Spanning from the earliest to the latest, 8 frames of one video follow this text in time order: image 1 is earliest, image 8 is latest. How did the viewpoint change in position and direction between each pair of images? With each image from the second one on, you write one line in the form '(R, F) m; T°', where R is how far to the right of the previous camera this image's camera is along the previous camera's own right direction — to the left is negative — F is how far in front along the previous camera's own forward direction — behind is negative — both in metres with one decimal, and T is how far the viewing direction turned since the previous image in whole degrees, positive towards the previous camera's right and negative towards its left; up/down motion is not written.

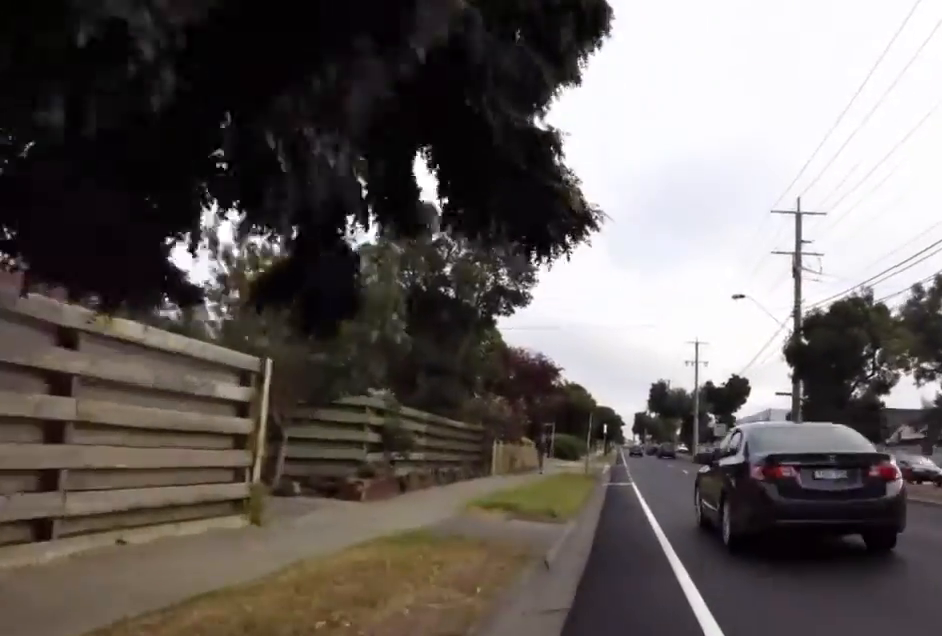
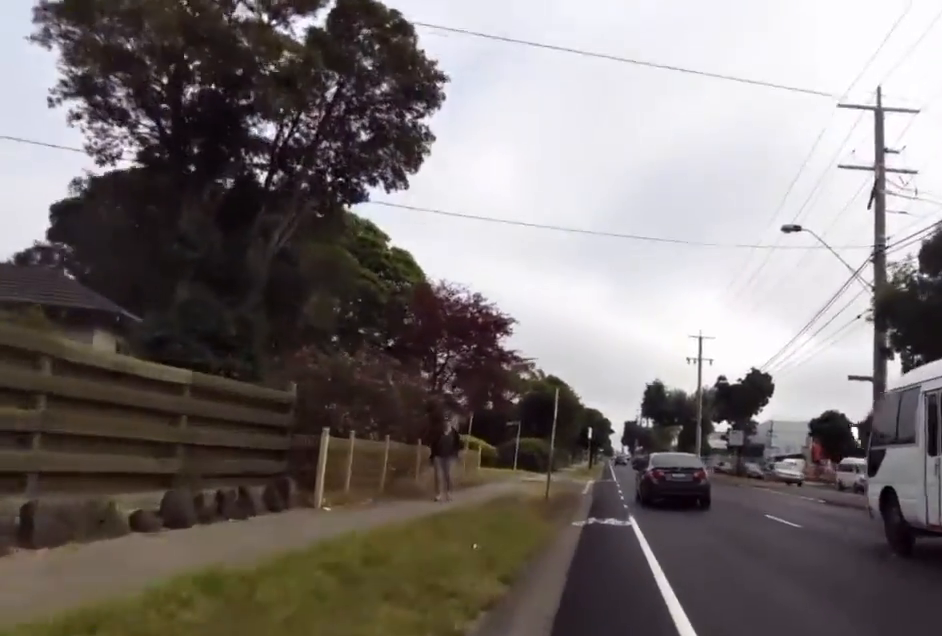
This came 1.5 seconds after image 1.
(-0.1, +12.5) m; +1°
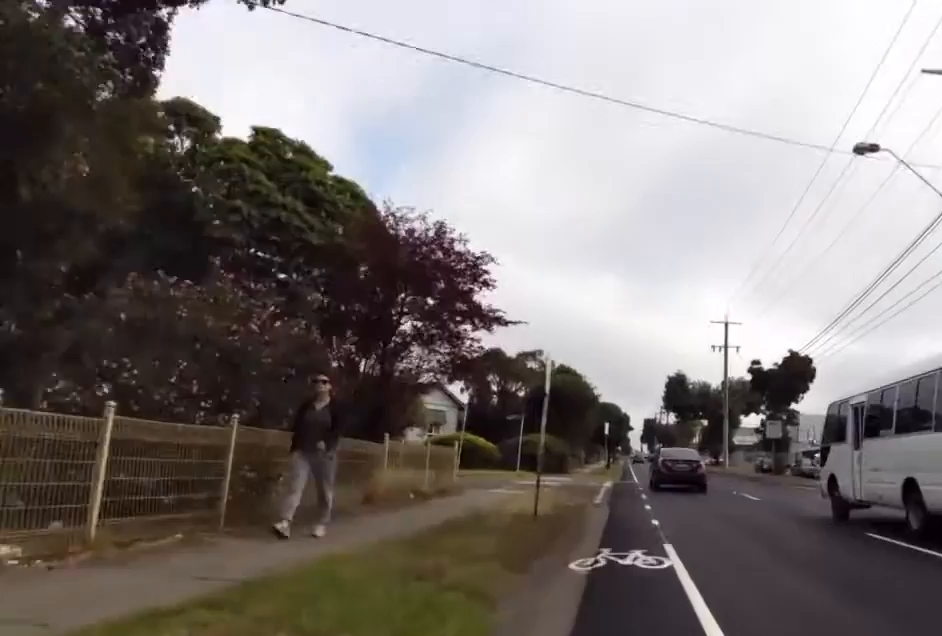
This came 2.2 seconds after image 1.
(+0.1, +5.5) m; 0°
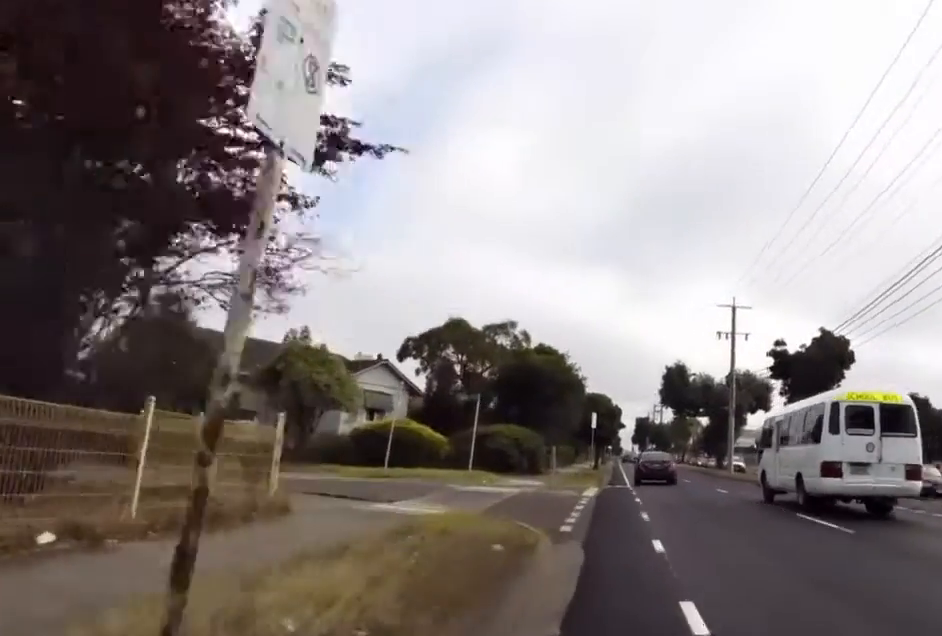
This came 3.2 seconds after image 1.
(-0.4, +7.7) m; 0°
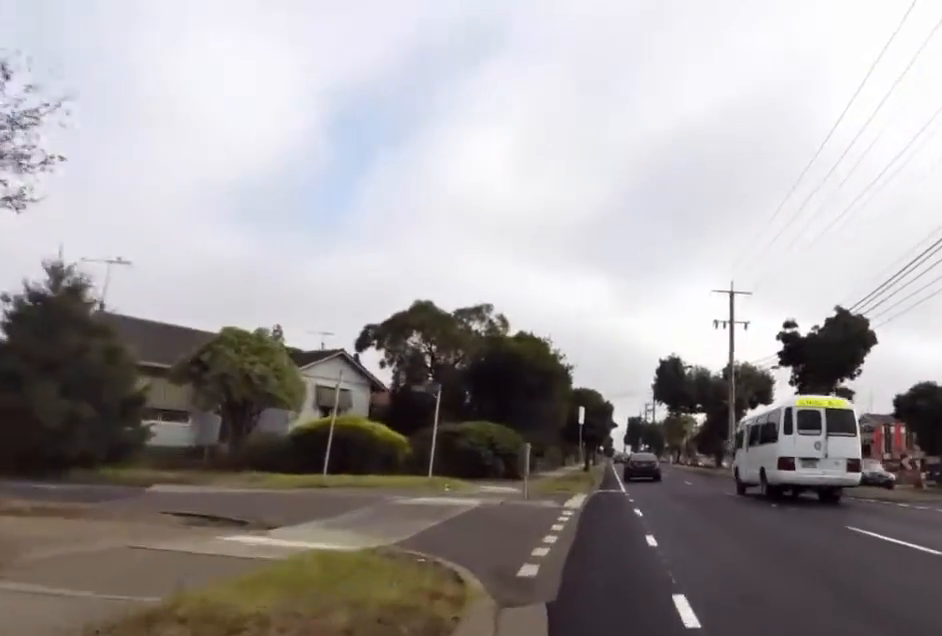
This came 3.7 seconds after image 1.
(+0.6, +3.8) m; 0°
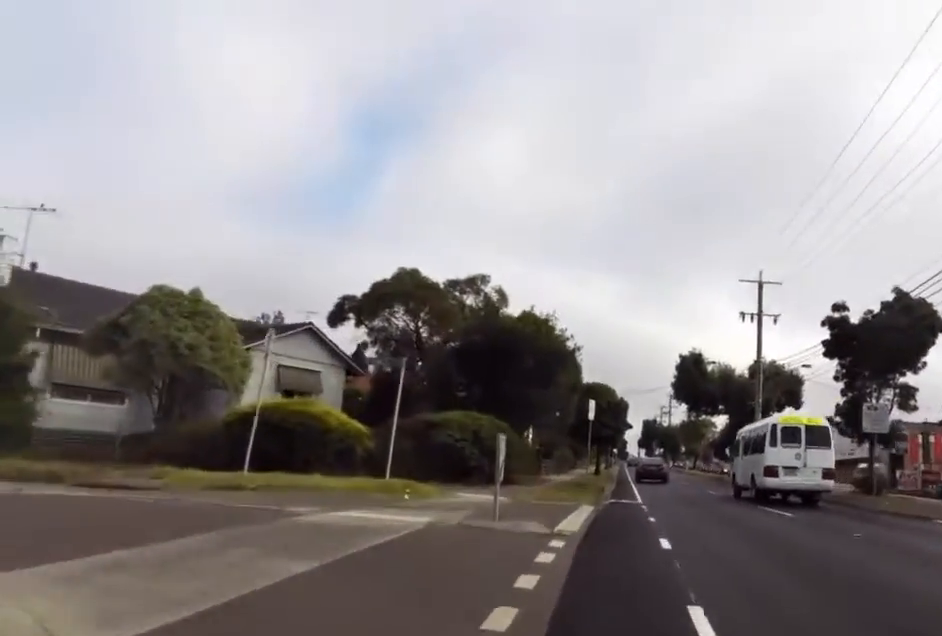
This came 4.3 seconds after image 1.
(-0.3, +4.4) m; -3°
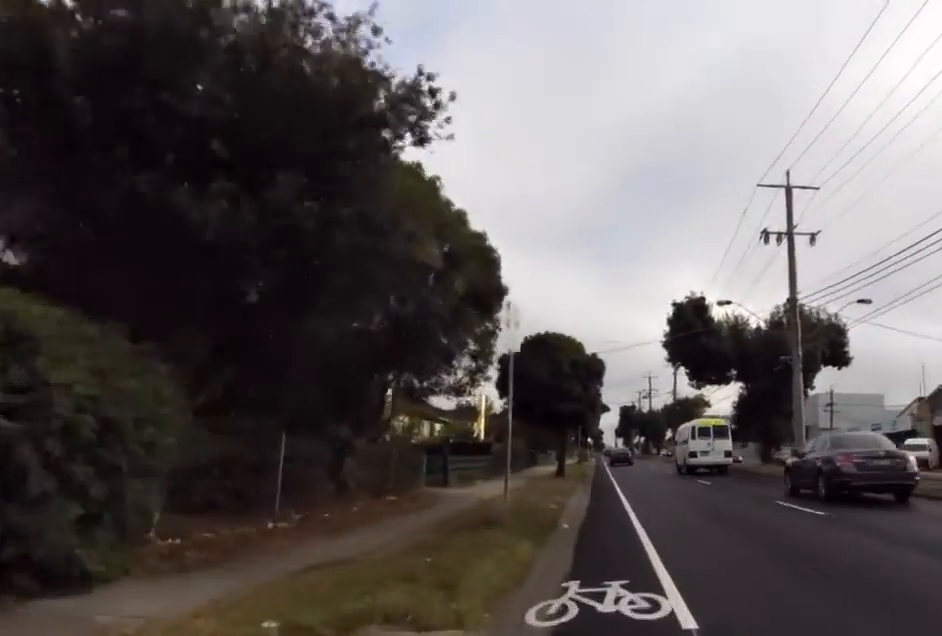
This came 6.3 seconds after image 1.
(-0.5, +16.0) m; +3°
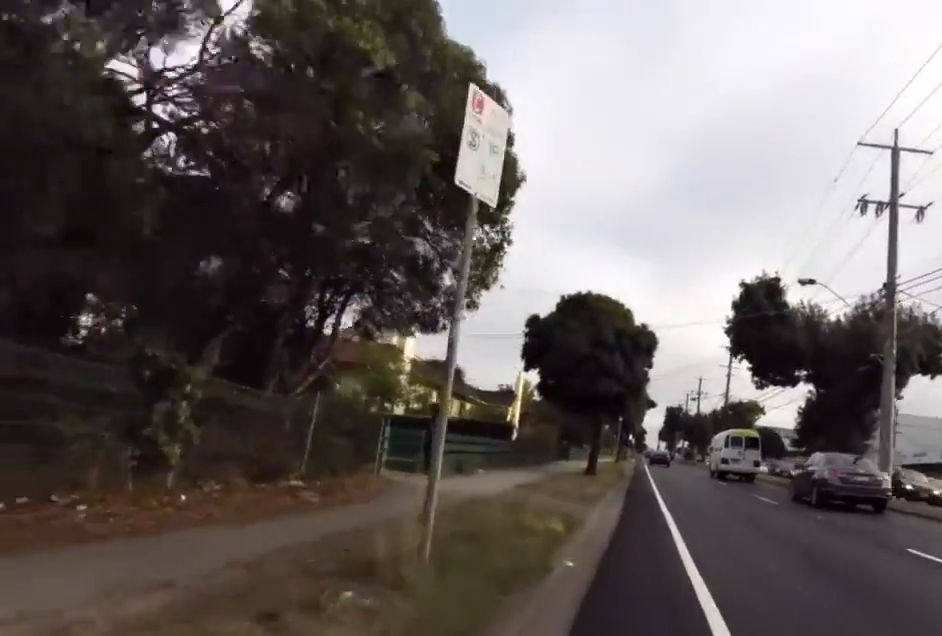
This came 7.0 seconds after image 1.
(+0.4, +5.4) m; +1°
